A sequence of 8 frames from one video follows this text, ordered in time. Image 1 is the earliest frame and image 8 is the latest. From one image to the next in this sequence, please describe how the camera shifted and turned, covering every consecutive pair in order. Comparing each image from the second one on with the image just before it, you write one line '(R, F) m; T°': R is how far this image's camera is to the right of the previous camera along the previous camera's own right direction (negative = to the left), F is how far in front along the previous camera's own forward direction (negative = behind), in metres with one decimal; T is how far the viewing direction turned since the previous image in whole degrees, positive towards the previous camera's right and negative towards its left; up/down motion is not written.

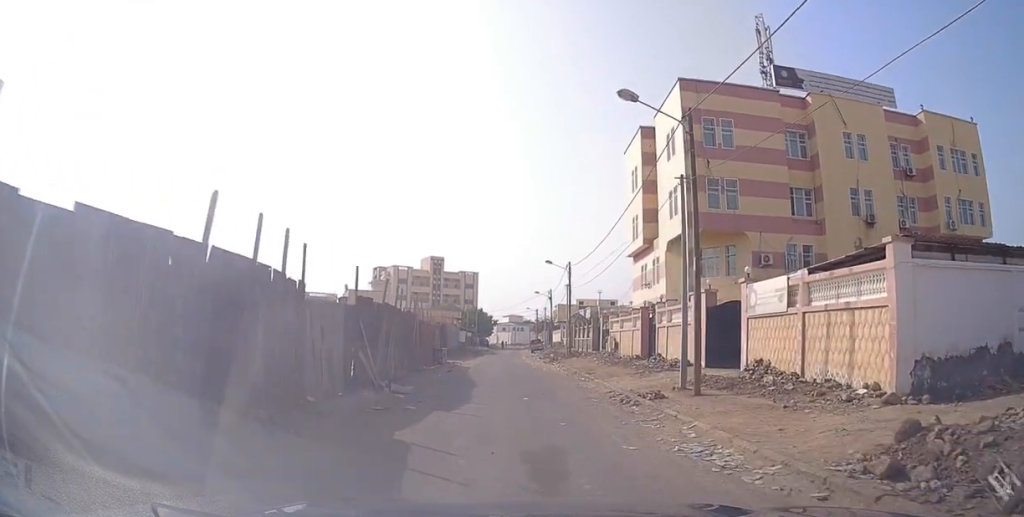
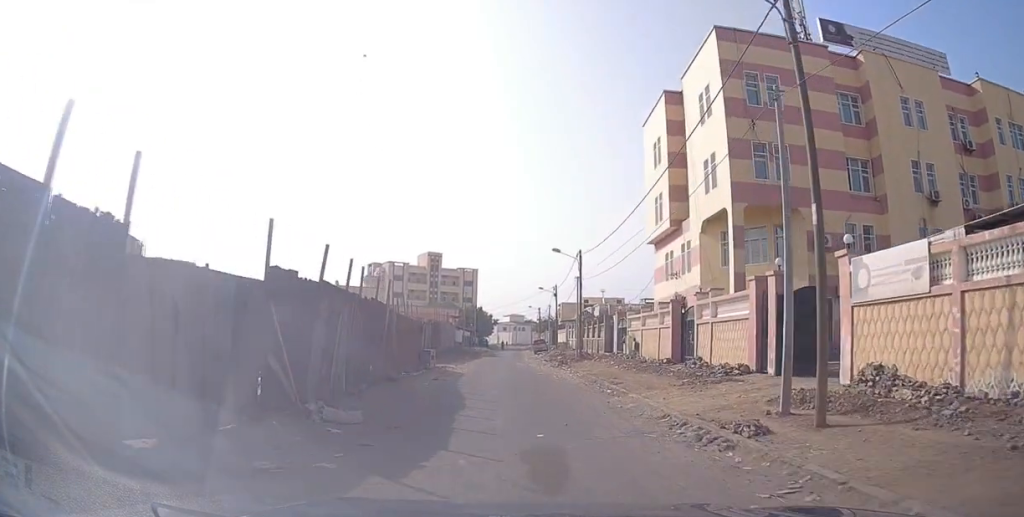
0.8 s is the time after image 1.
(-0.1, +7.1) m; +1°
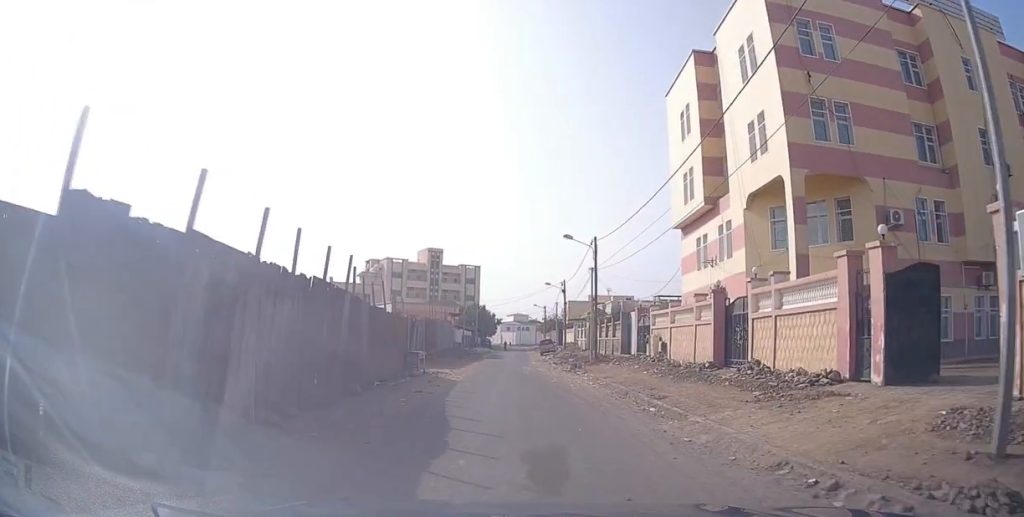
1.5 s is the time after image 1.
(+0.2, +5.8) m; +1°
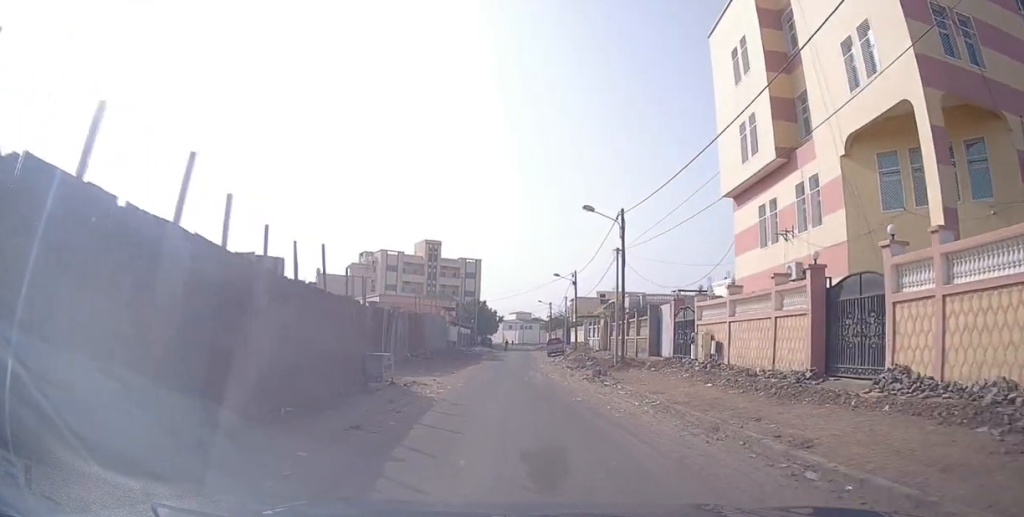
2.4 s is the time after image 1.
(0.0, +8.0) m; 0°
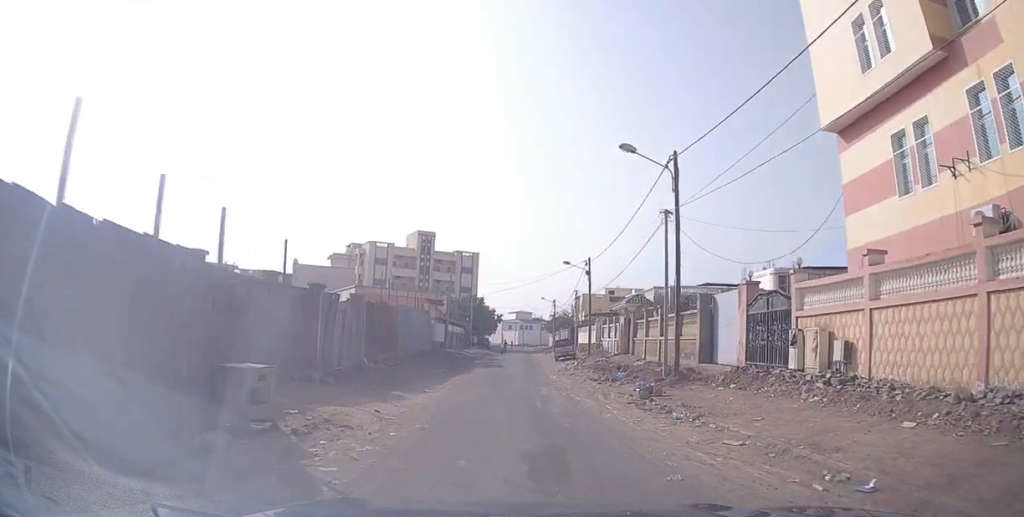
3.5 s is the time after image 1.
(-0.1, +9.3) m; 0°
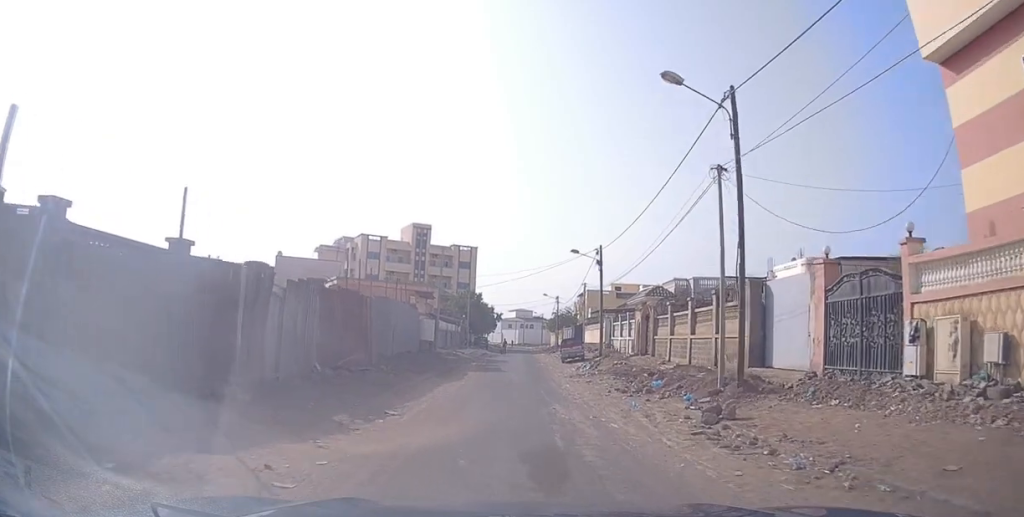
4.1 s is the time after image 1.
(0.0, +5.2) m; 0°
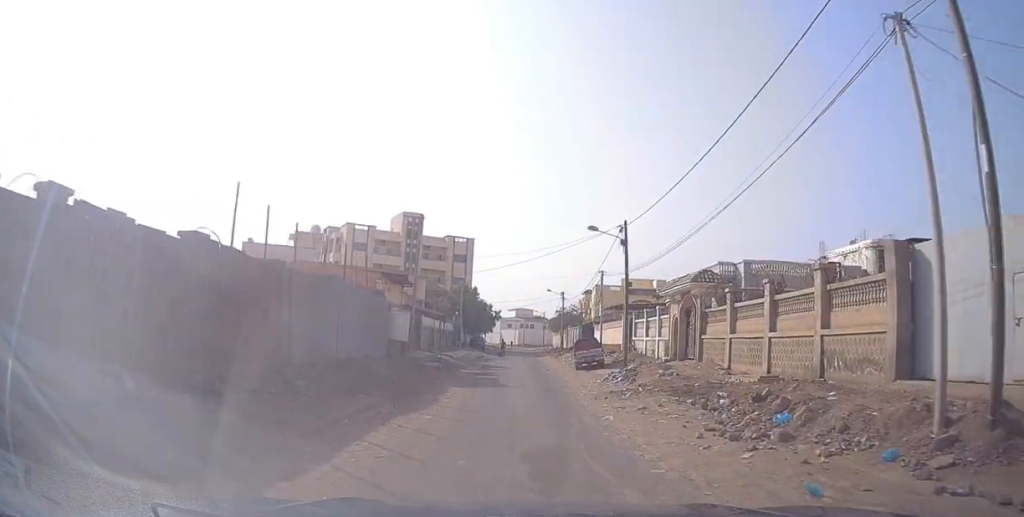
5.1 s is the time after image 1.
(+0.1, +7.7) m; 0°
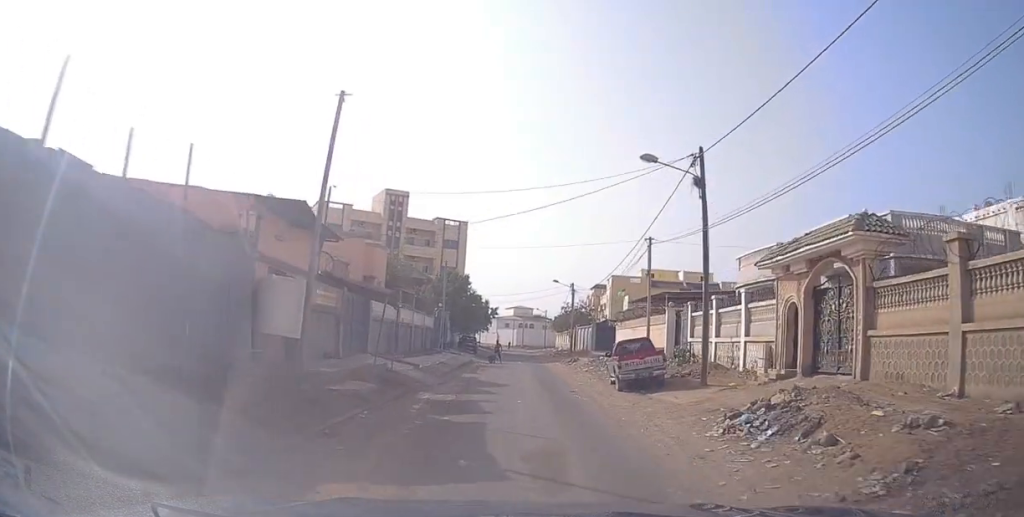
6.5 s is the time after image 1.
(-0.3, +12.7) m; -2°
